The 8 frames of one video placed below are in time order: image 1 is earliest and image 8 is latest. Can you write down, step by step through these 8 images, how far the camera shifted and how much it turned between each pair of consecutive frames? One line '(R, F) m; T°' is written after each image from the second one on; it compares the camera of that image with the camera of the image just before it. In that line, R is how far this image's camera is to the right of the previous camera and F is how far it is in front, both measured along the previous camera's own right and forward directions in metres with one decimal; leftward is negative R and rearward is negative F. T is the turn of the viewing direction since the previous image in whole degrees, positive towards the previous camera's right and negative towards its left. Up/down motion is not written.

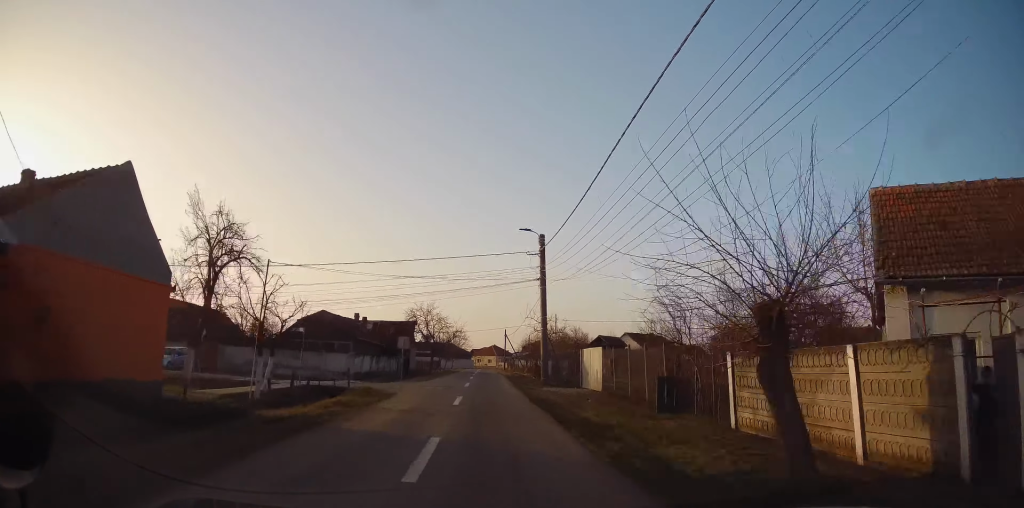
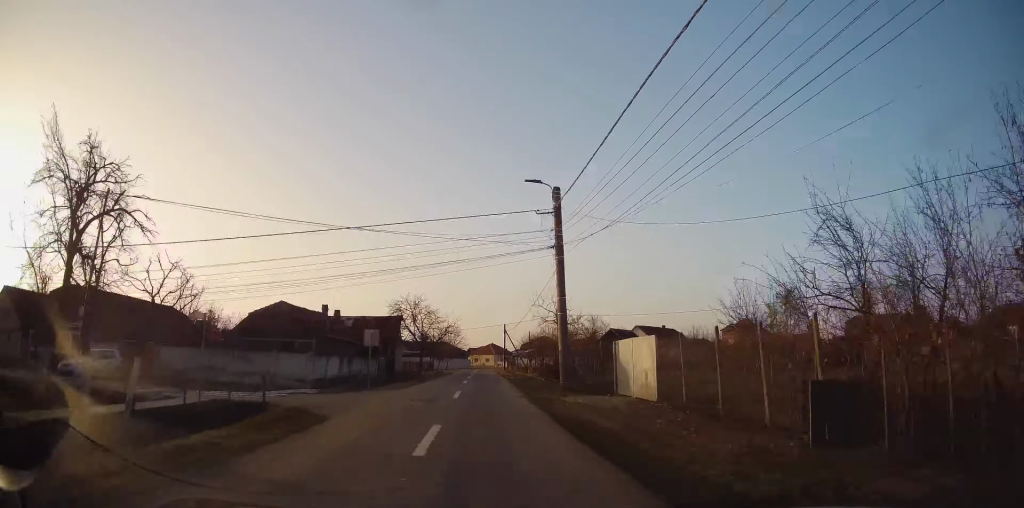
(+0.1, +8.1) m; 0°
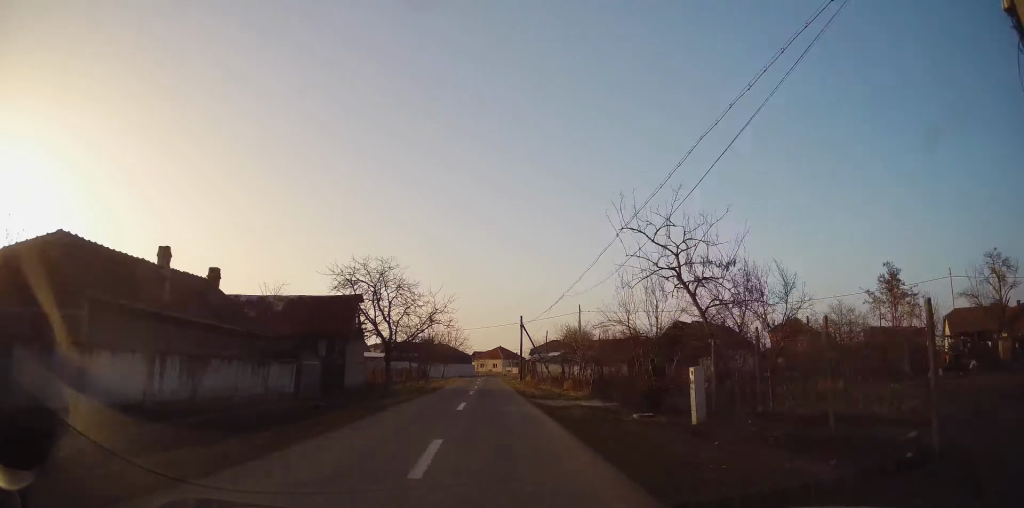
(-0.3, +19.6) m; +1°
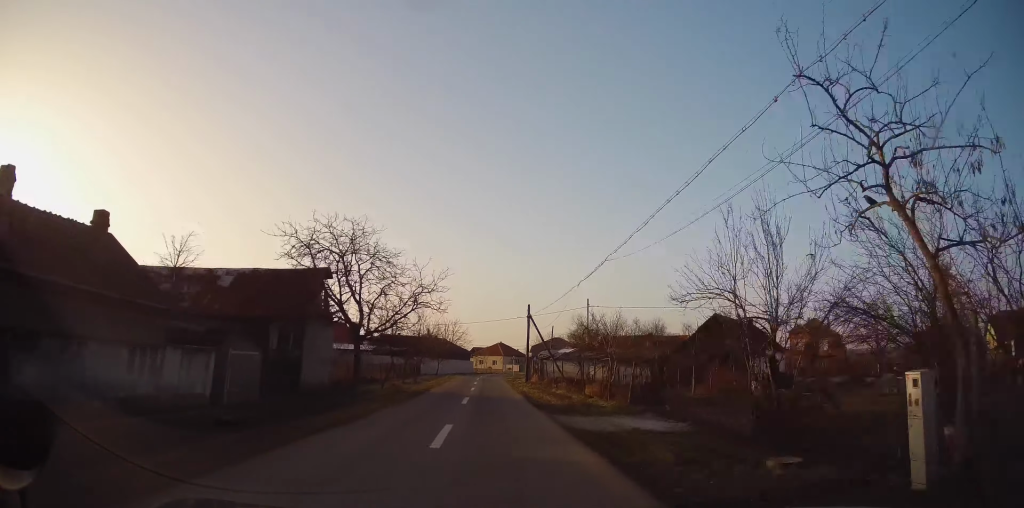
(+0.1, +7.0) m; +1°
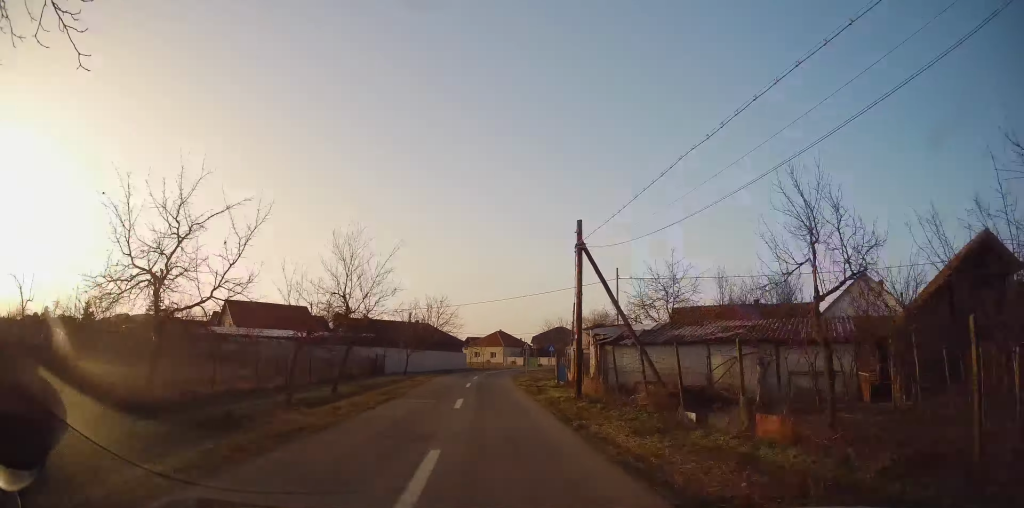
(-0.3, +21.3) m; -2°
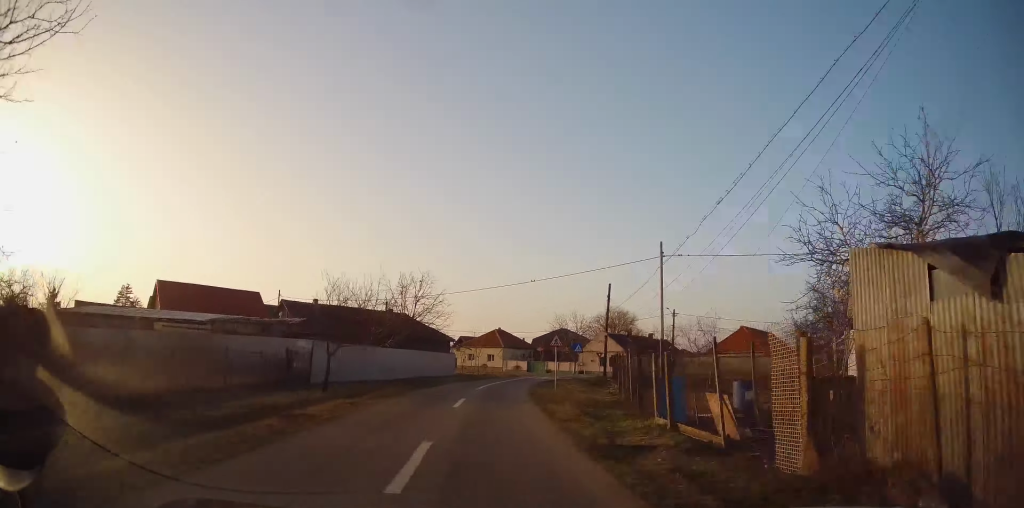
(0.0, +17.7) m; +3°
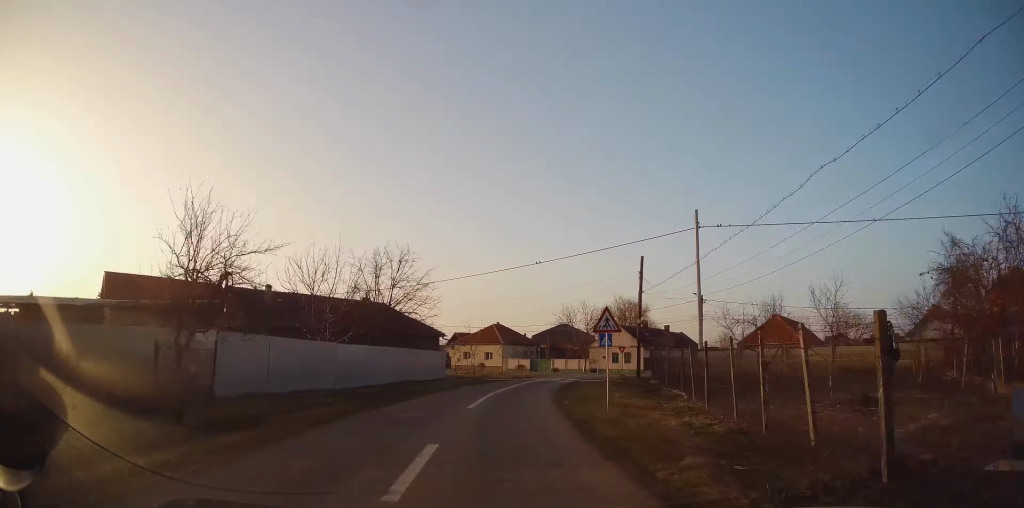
(+0.6, +9.7) m; +2°
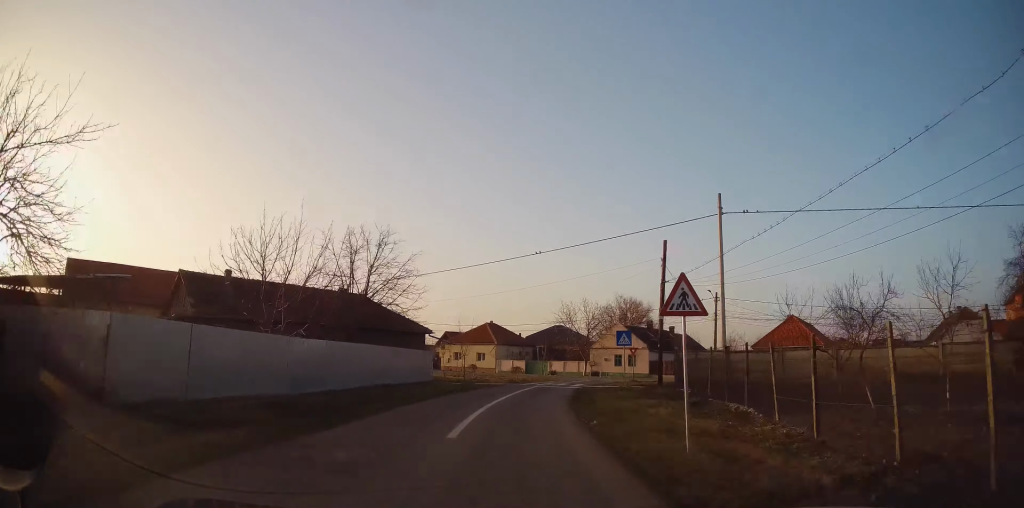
(-0.1, +5.2) m; -1°
